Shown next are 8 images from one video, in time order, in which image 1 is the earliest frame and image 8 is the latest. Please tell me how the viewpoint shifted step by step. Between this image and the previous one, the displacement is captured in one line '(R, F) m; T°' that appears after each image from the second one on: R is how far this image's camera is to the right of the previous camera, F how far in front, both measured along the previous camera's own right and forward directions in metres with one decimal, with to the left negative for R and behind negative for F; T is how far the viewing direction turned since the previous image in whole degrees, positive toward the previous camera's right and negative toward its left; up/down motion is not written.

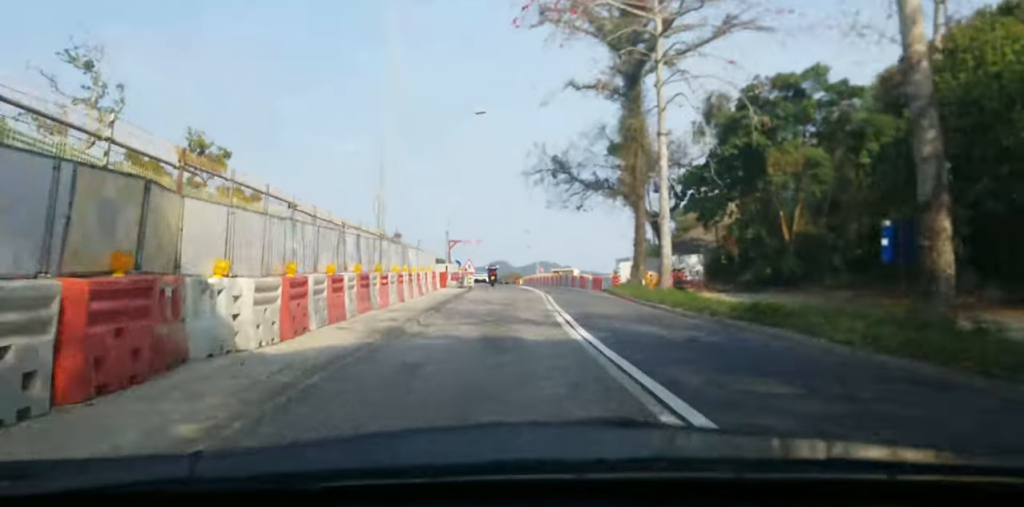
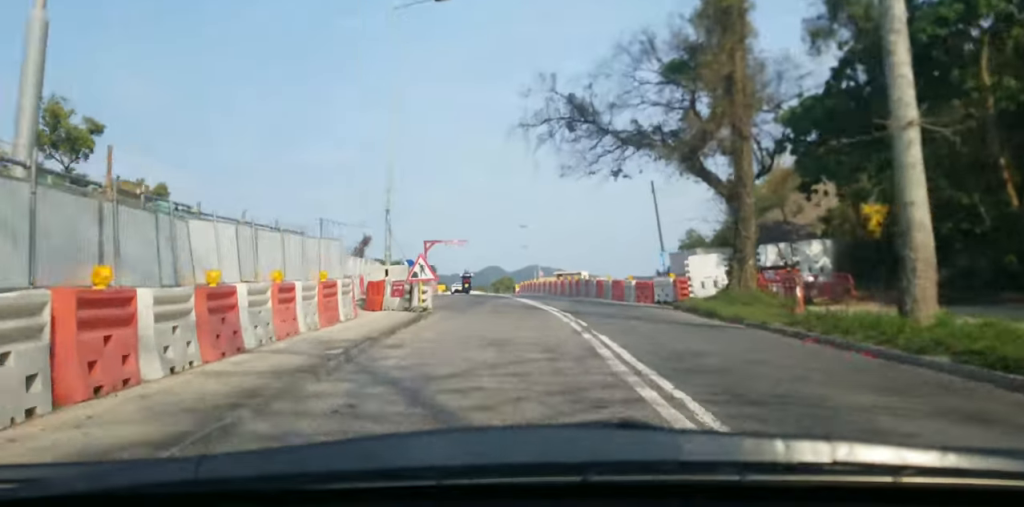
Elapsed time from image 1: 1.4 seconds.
(0.0, +19.6) m; 0°
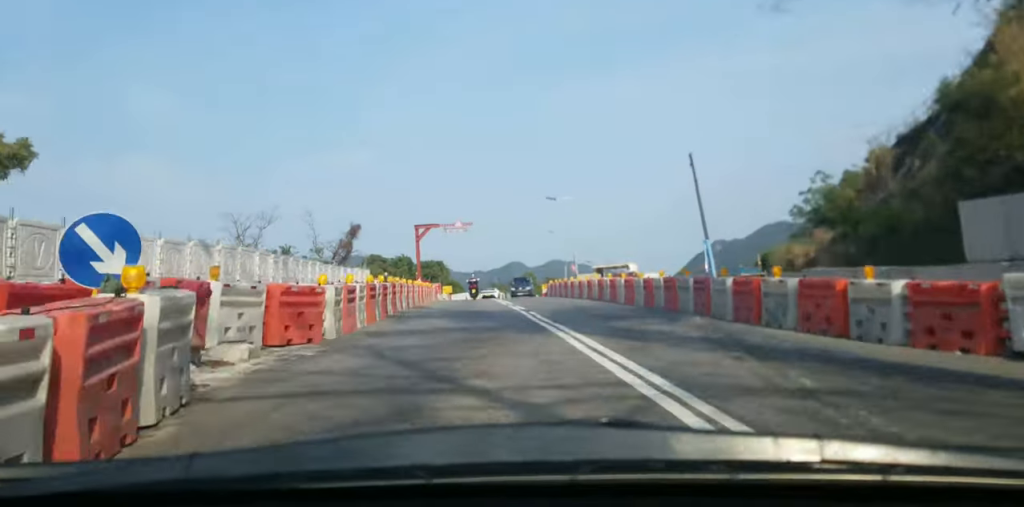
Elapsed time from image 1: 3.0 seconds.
(0.0, +20.3) m; -2°
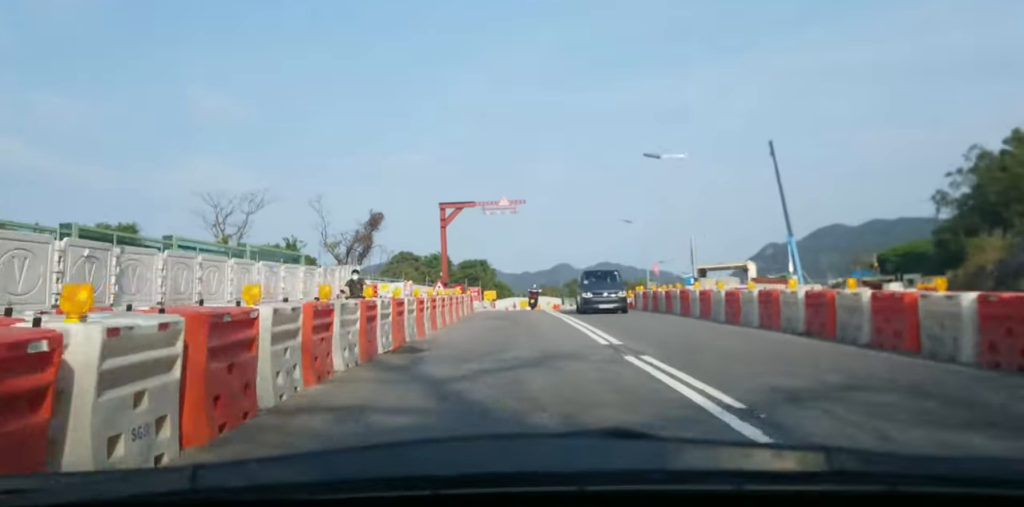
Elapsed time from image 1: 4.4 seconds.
(-0.8, +18.8) m; -3°
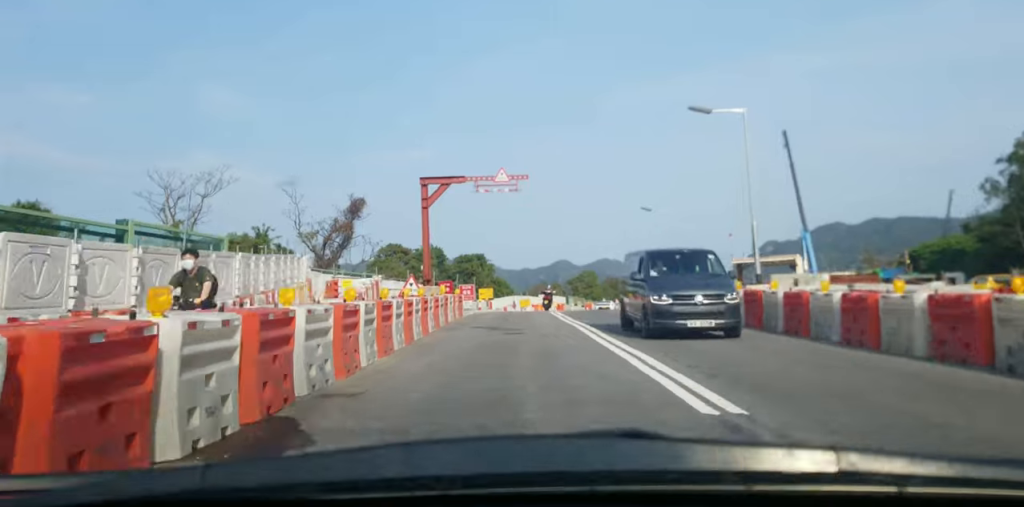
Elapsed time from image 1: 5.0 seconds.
(0.0, +7.8) m; 0°
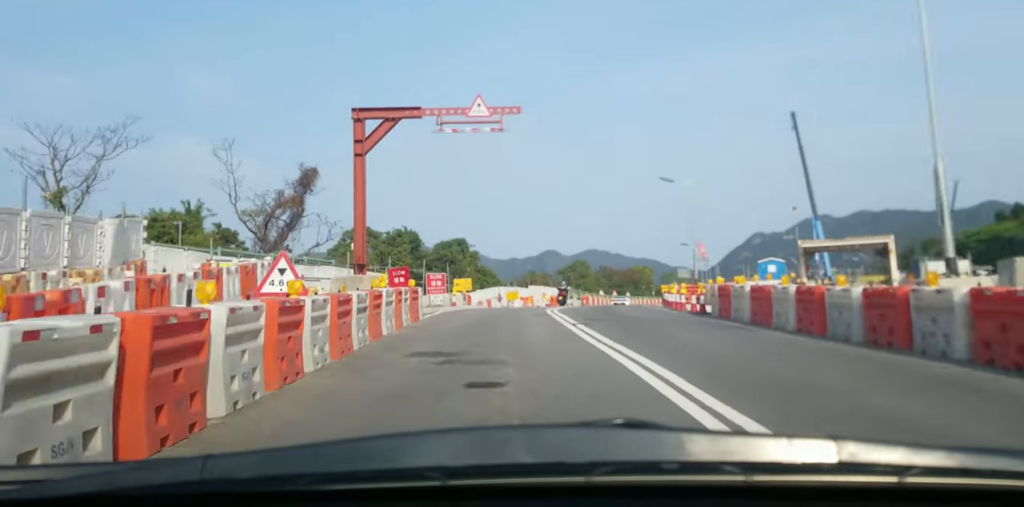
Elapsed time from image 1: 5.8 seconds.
(0.0, +10.5) m; 0°
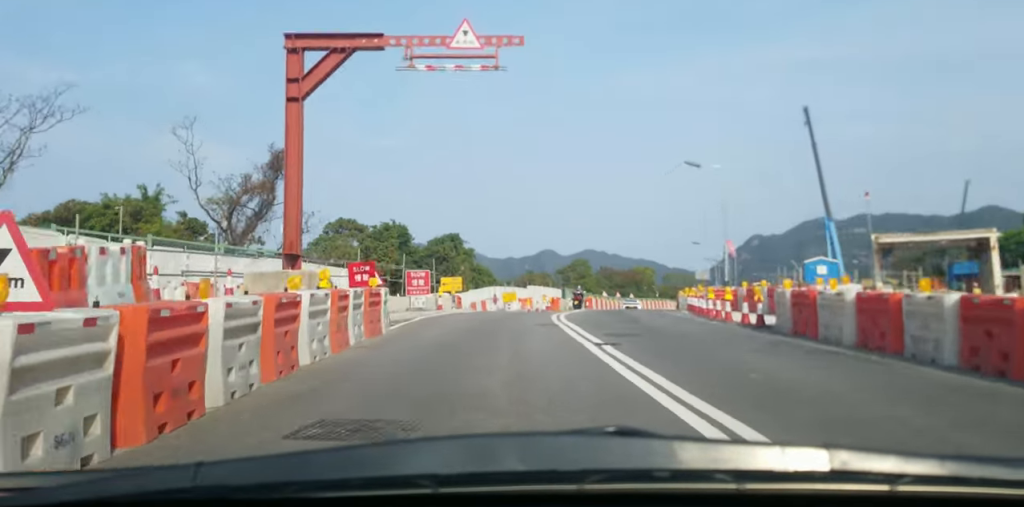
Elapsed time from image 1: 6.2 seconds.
(0.0, +5.8) m; 0°
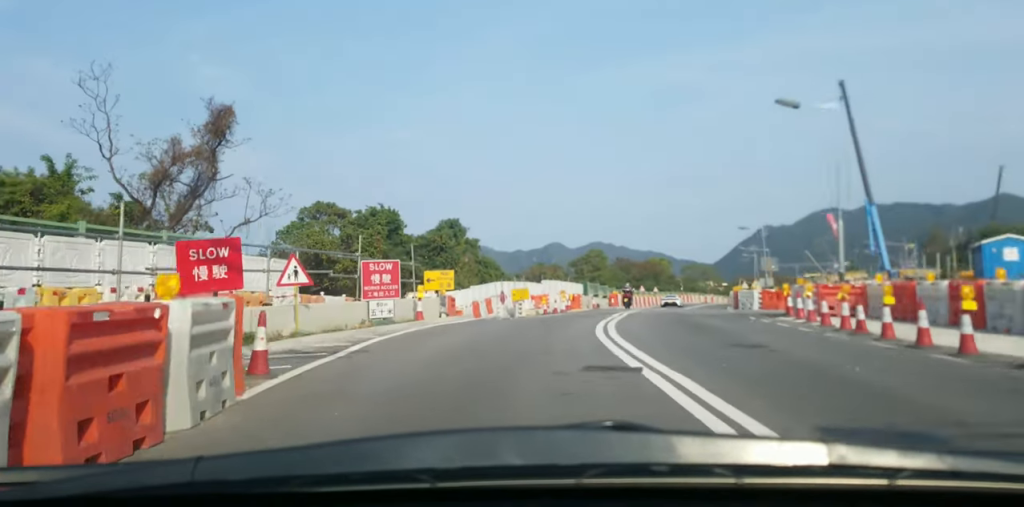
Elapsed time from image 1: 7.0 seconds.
(-0.1, +10.0) m; +2°
